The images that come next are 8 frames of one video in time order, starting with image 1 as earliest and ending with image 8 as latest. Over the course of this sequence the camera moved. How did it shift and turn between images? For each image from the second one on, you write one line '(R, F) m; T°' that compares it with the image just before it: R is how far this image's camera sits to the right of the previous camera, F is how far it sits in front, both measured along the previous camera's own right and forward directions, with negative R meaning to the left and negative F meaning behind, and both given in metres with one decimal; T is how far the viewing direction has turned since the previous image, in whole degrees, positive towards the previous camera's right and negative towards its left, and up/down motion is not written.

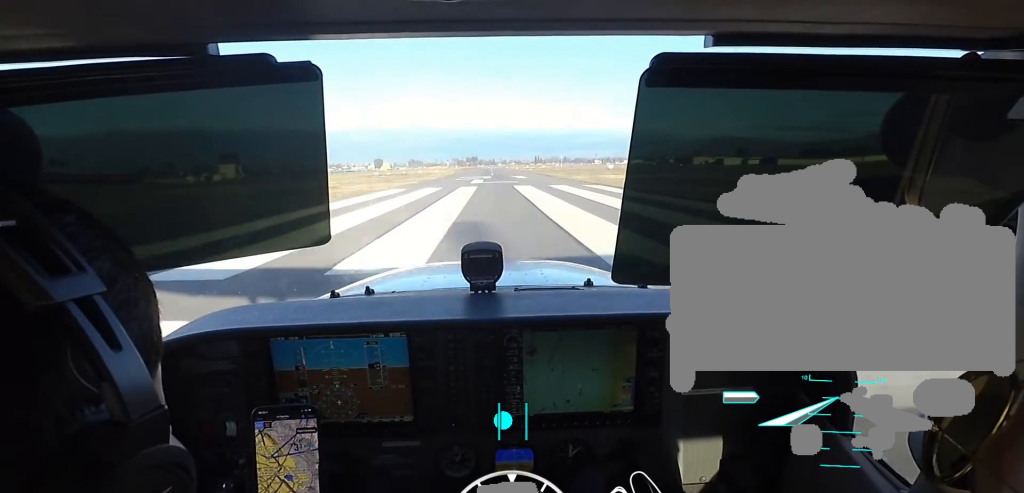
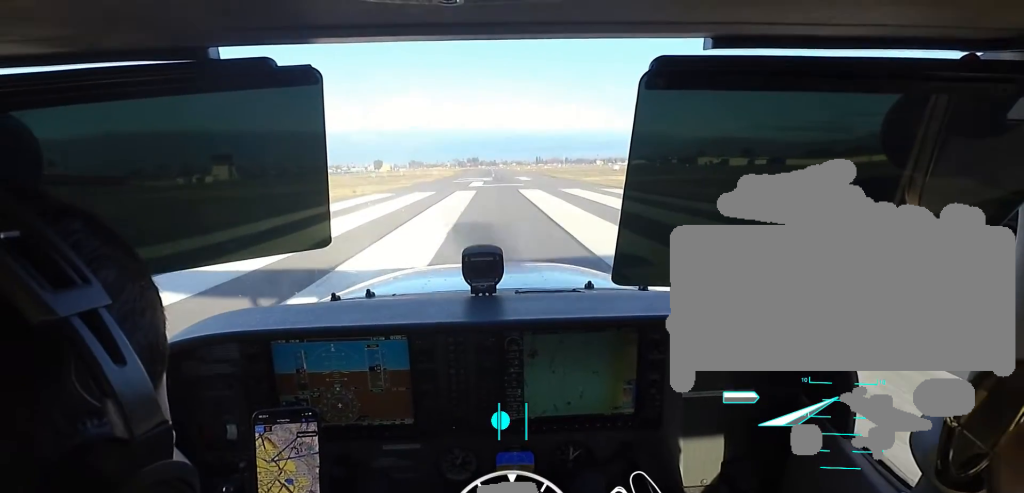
(-0.4, +9.1) m; -1°
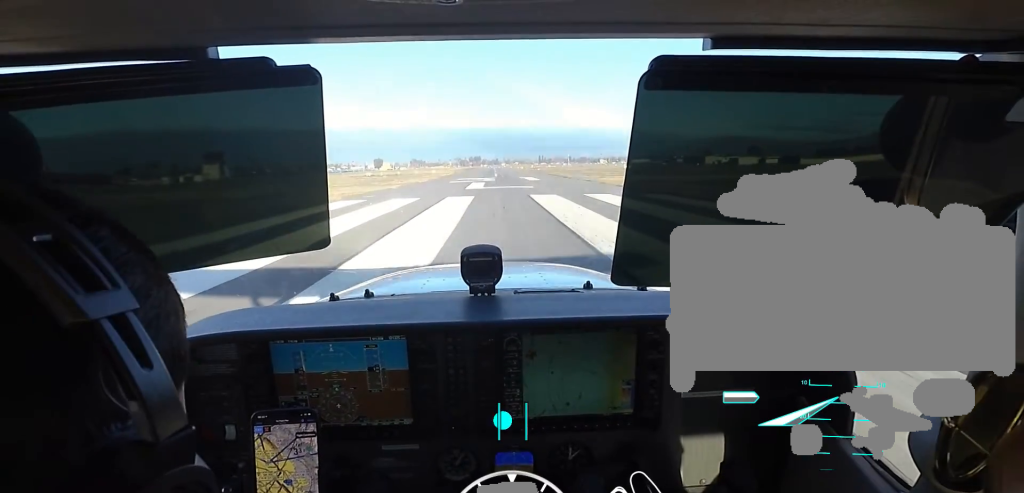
(-0.2, +12.4) m; -1°
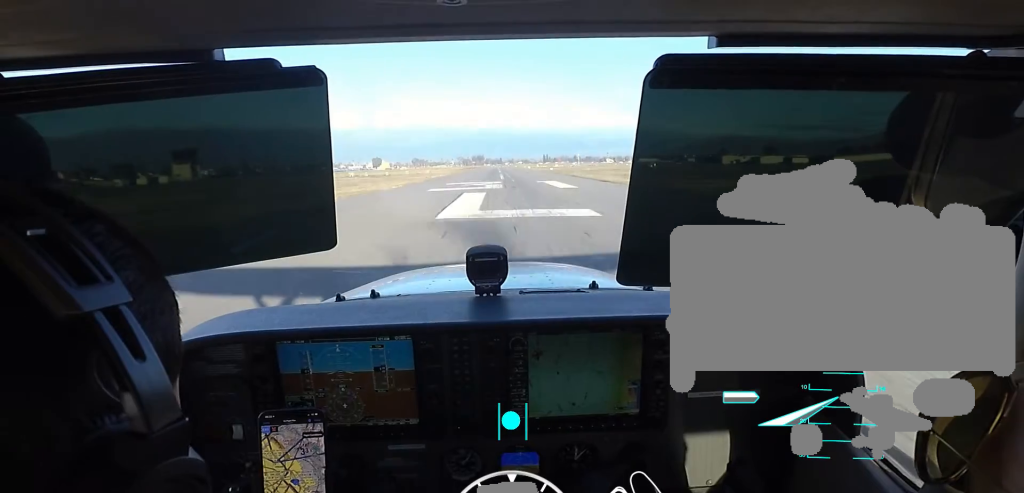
(+0.1, +30.7) m; +1°
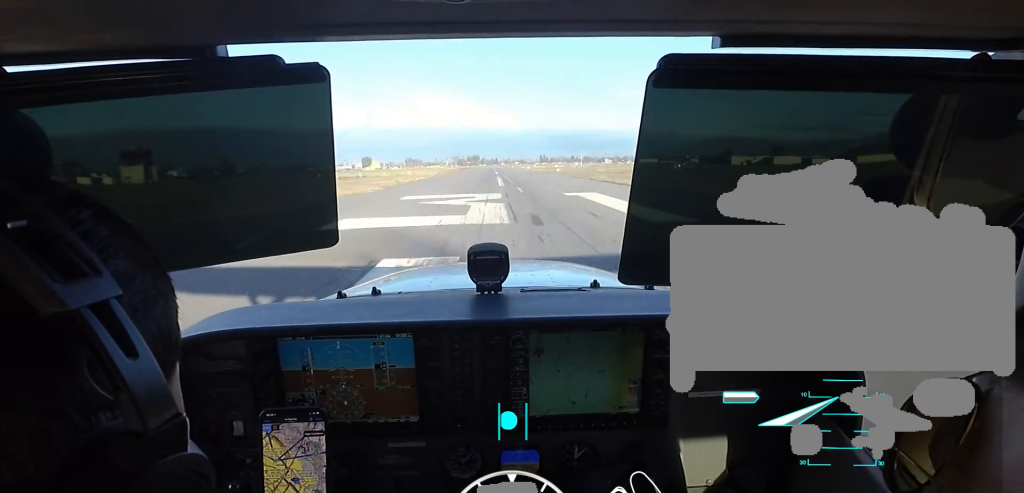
(+0.5, +29.2) m; +1°
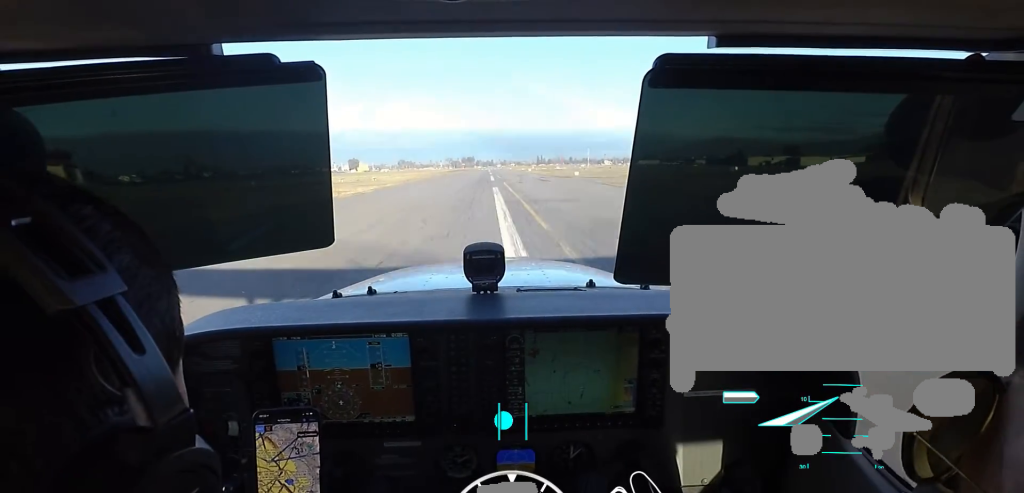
(-0.5, +40.2) m; -1°
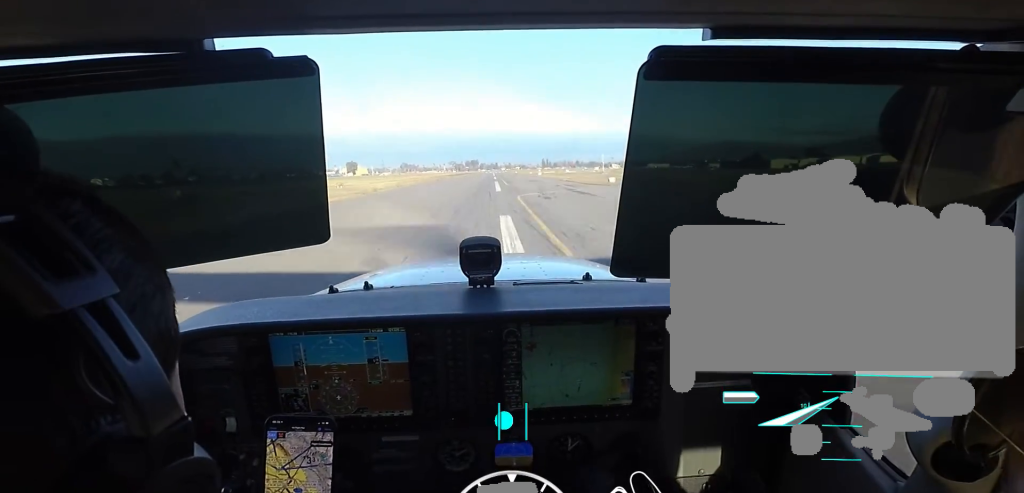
(+0.1, +29.3) m; +1°
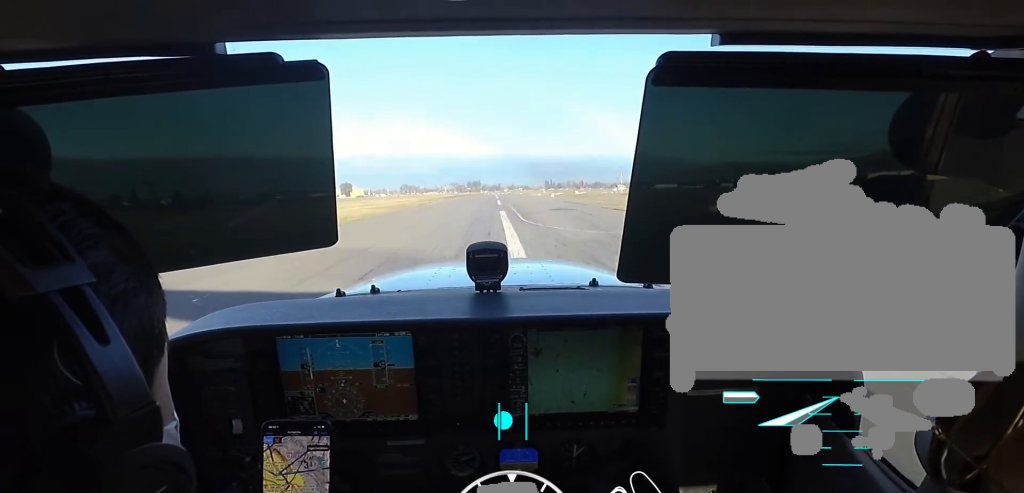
(+0.7, +37.6) m; 0°
